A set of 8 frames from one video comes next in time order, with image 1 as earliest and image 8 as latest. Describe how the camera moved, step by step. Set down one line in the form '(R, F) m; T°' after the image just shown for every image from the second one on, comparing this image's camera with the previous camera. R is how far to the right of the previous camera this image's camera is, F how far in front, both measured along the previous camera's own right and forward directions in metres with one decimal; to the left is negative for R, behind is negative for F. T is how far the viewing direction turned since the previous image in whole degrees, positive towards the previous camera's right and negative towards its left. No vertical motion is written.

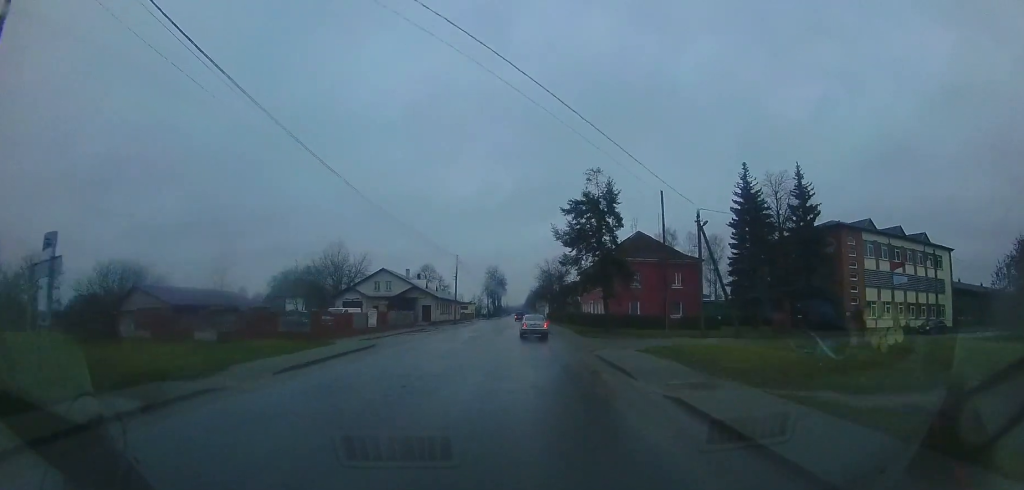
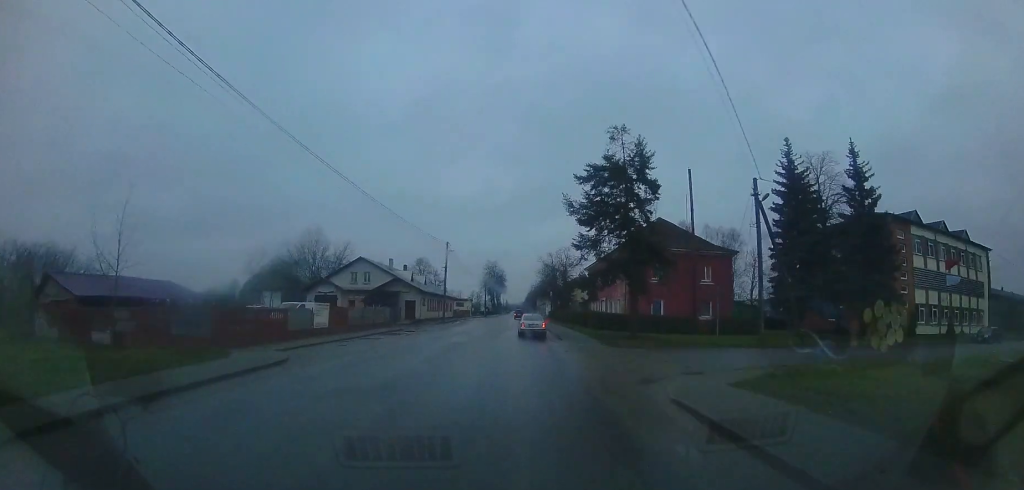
(0.0, +6.6) m; 0°
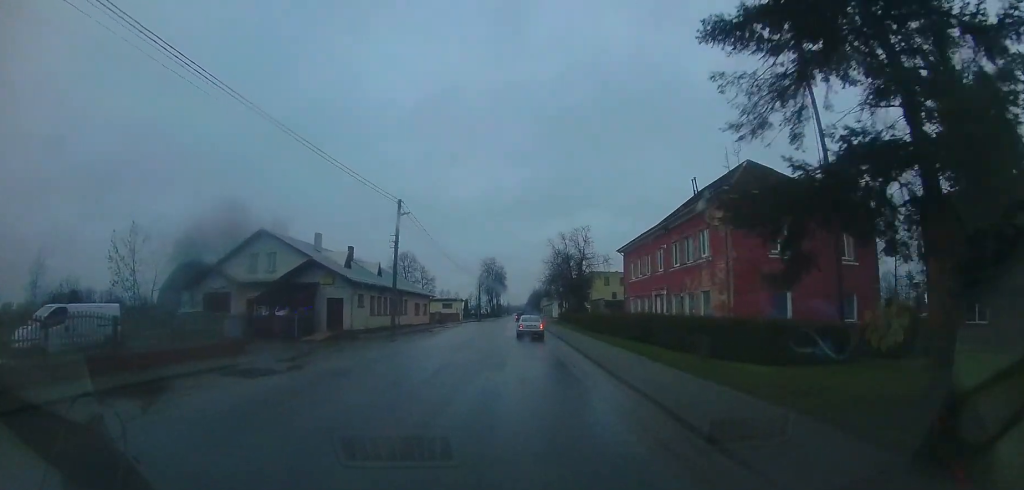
(-0.2, +16.4) m; -1°
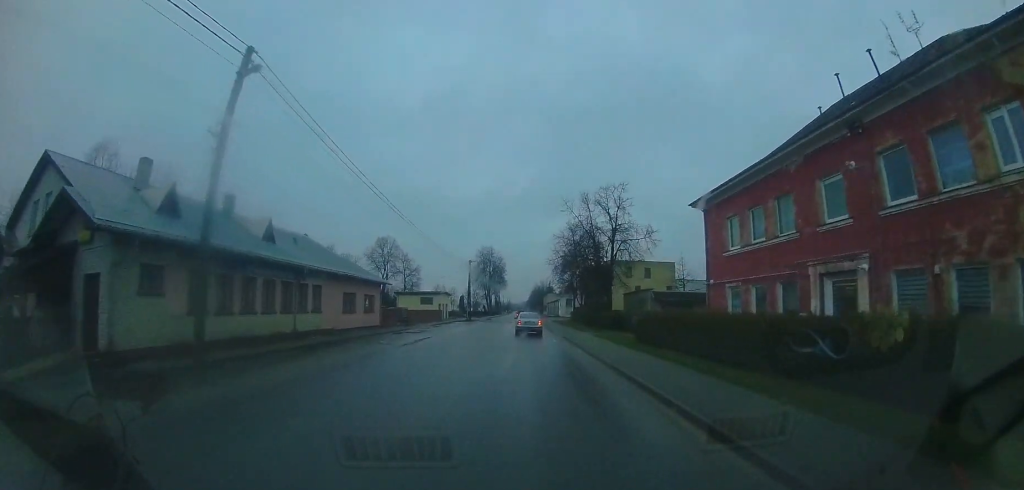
(-0.2, +15.0) m; +1°
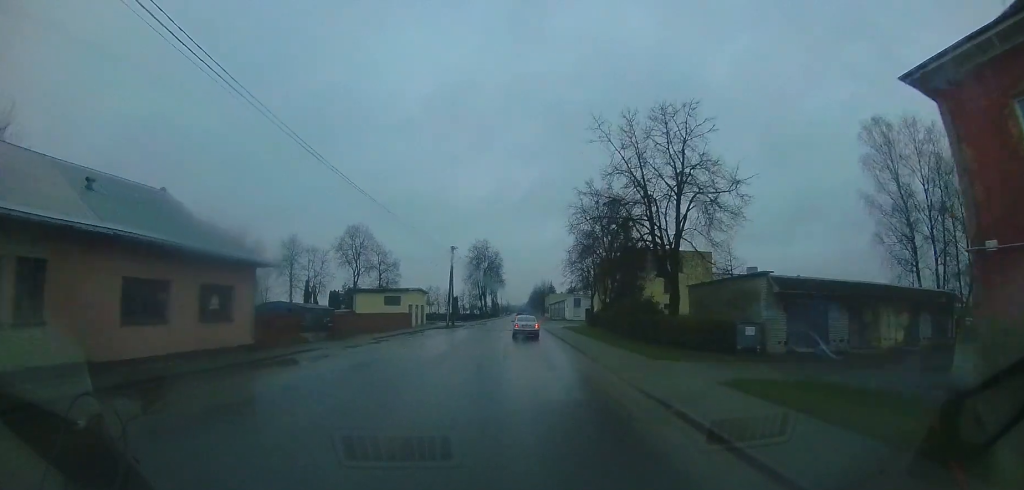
(+0.5, +13.5) m; +1°
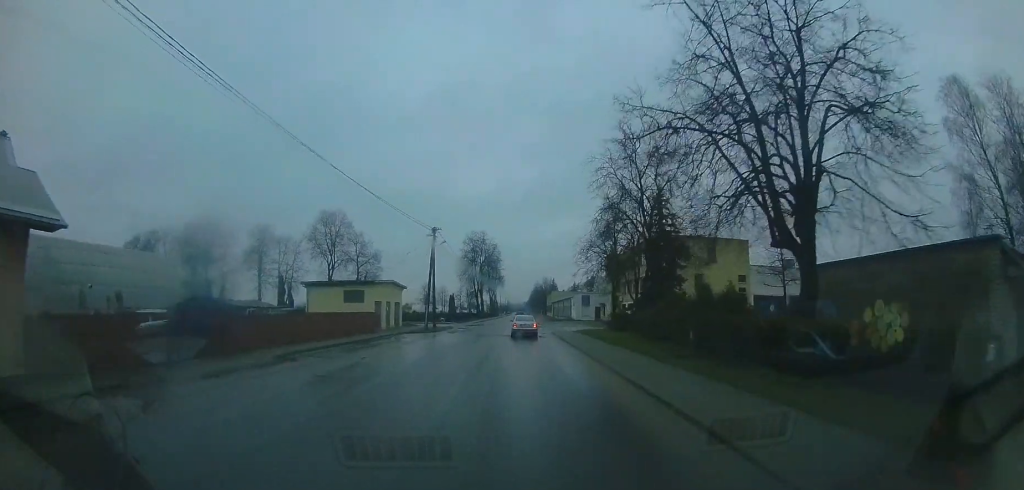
(-0.2, +9.0) m; -1°
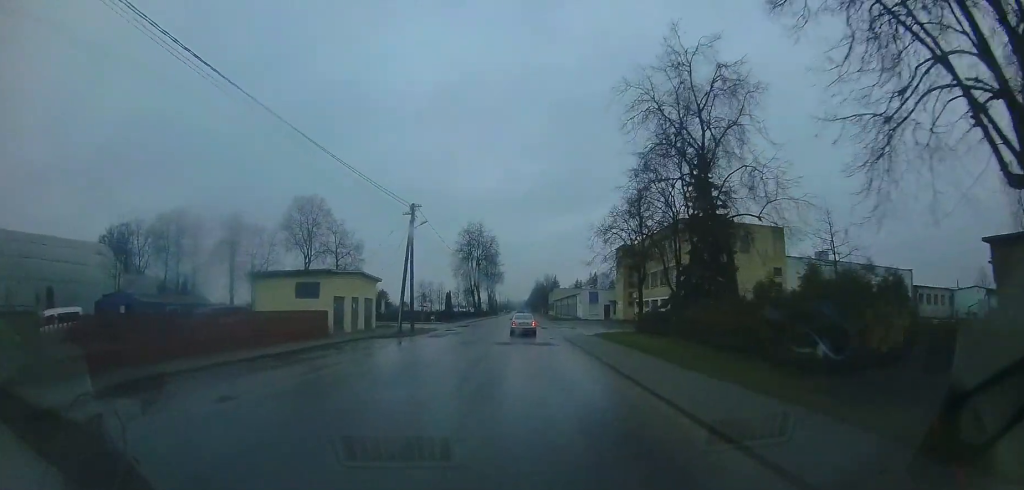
(-0.1, +6.5) m; -1°
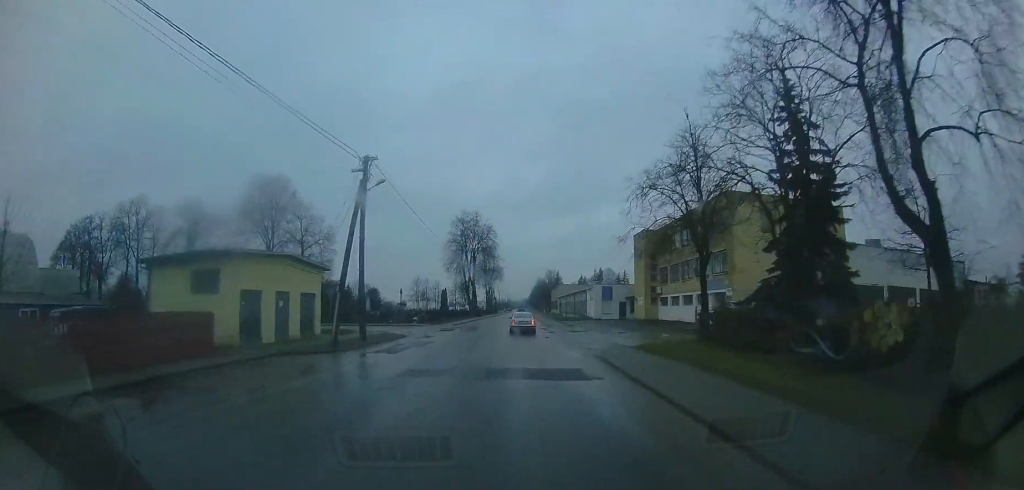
(0.0, +8.2) m; -1°
